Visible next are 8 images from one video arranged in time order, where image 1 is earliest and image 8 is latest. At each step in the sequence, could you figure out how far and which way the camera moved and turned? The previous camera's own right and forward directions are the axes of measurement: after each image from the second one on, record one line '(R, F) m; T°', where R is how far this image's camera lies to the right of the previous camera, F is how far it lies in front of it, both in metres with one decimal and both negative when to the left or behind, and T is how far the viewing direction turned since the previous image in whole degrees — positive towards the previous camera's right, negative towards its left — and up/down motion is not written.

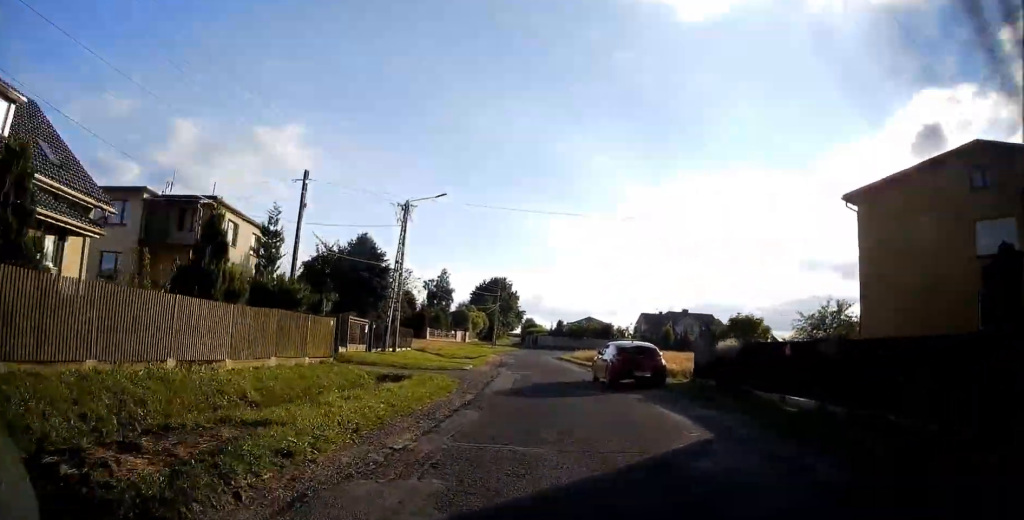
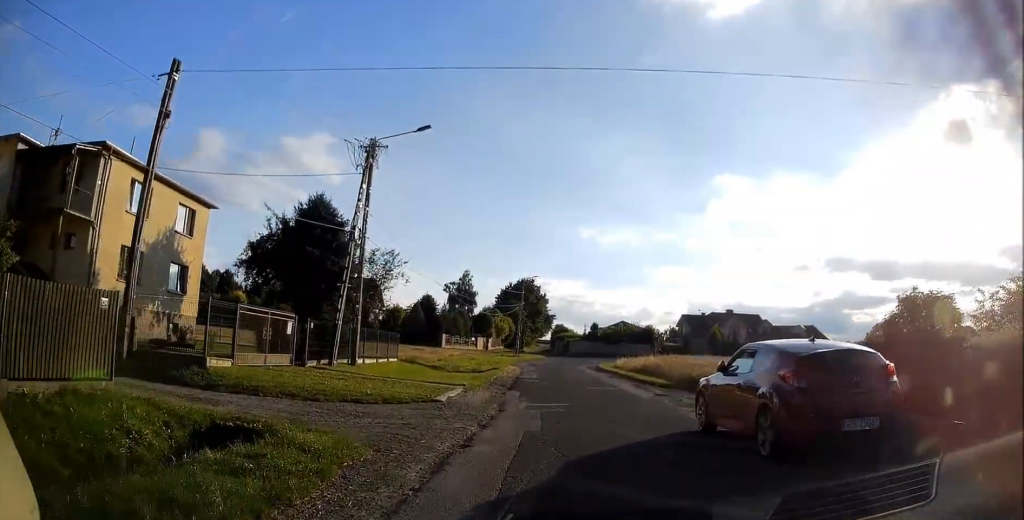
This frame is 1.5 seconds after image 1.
(-0.4, +9.1) m; -2°
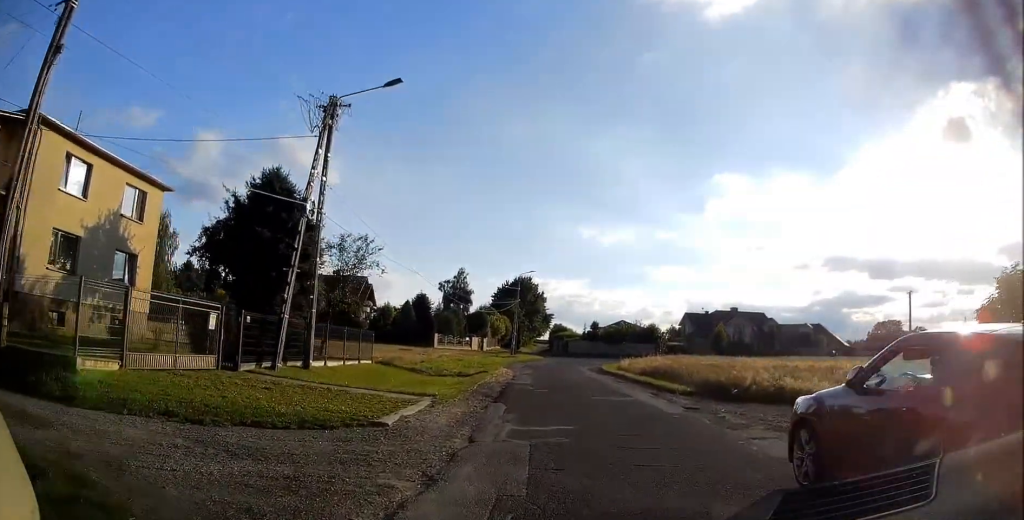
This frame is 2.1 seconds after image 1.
(0.0, +3.6) m; +2°
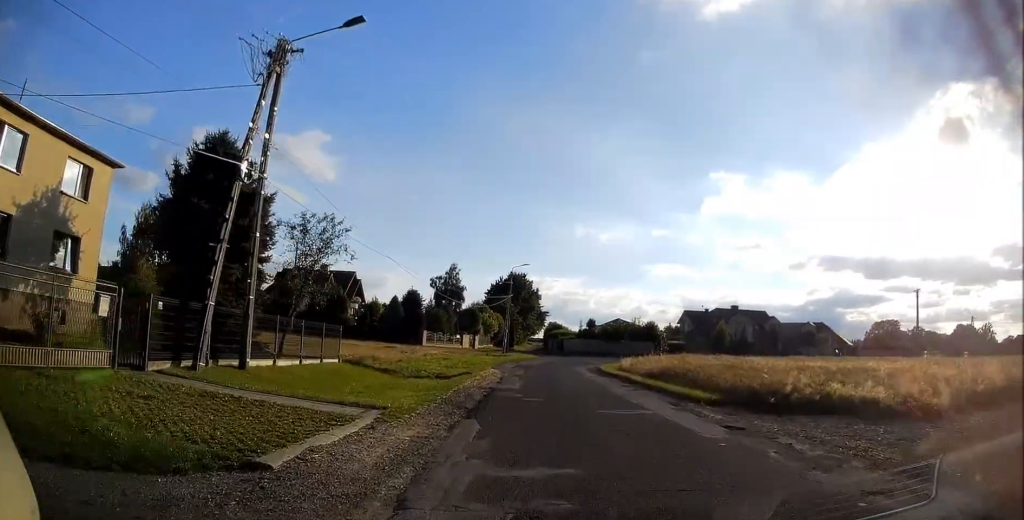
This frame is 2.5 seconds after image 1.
(-0.1, +3.2) m; +1°
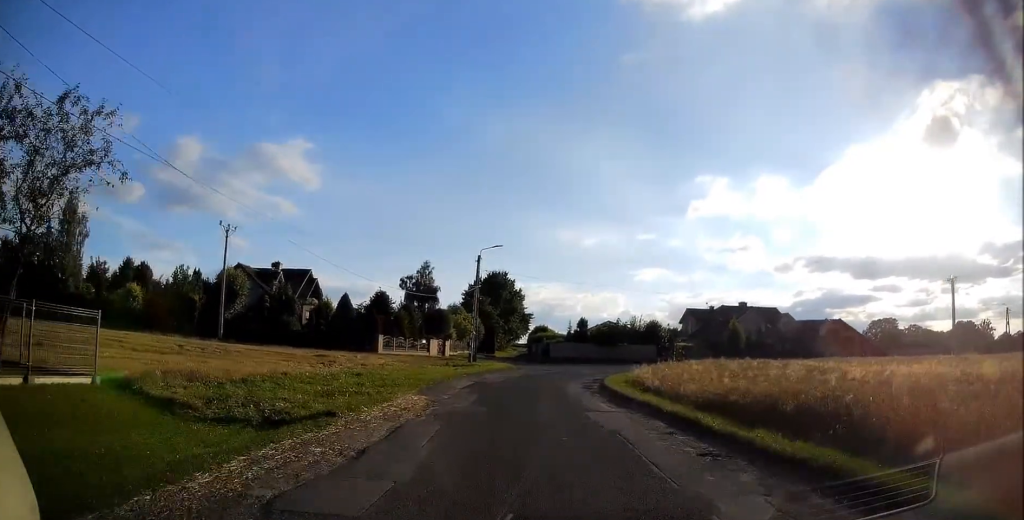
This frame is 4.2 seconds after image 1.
(+0.6, +13.0) m; +1°
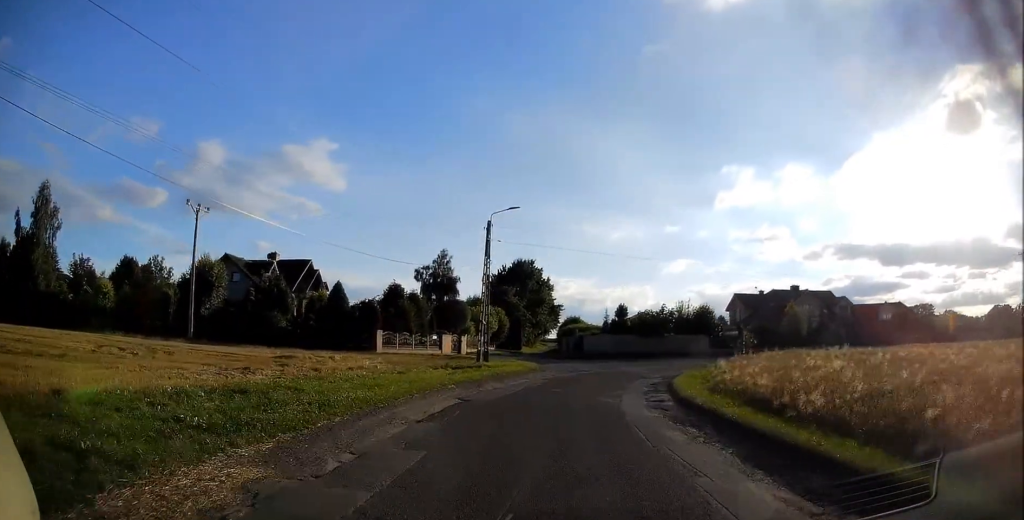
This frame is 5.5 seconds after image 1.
(-0.4, +11.5) m; -1°
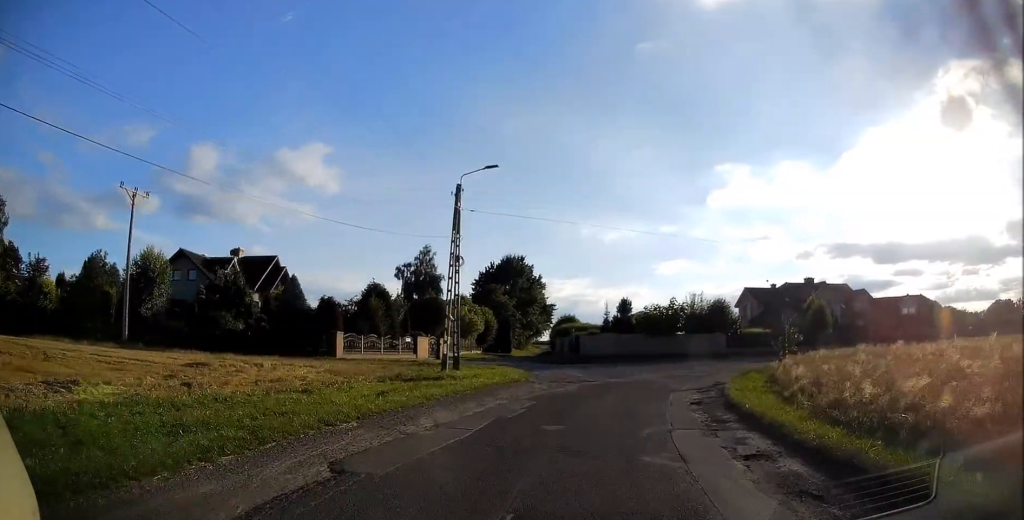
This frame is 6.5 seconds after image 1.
(+0.4, +9.9) m; +3°
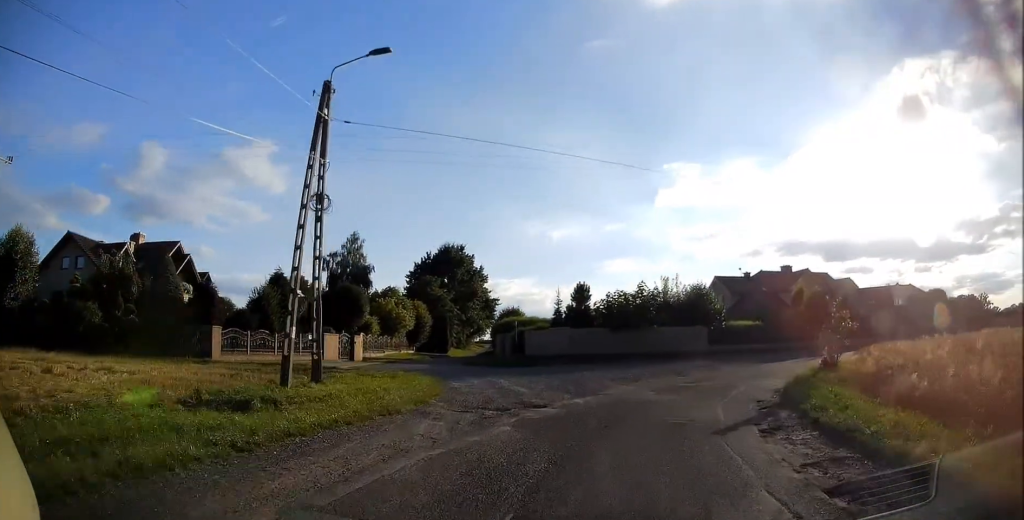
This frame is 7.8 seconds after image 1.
(+0.5, +13.6) m; +8°
